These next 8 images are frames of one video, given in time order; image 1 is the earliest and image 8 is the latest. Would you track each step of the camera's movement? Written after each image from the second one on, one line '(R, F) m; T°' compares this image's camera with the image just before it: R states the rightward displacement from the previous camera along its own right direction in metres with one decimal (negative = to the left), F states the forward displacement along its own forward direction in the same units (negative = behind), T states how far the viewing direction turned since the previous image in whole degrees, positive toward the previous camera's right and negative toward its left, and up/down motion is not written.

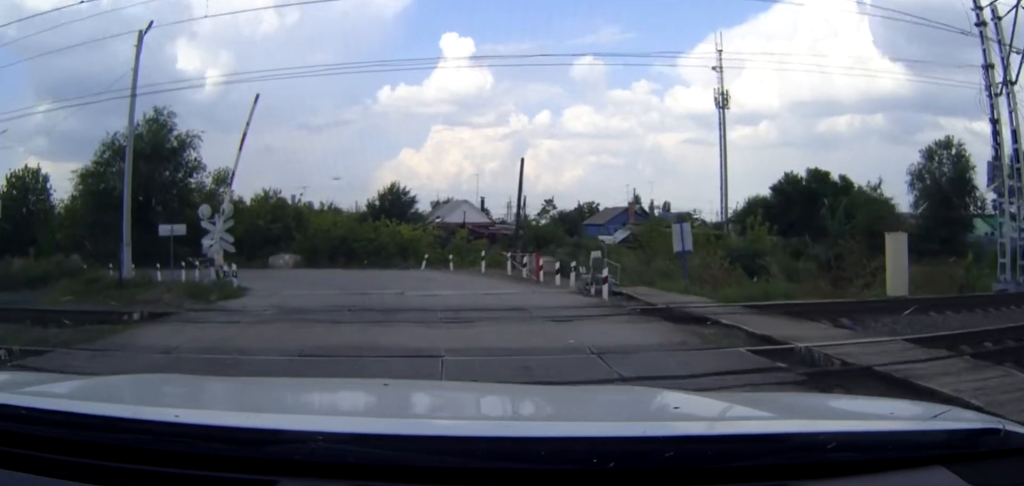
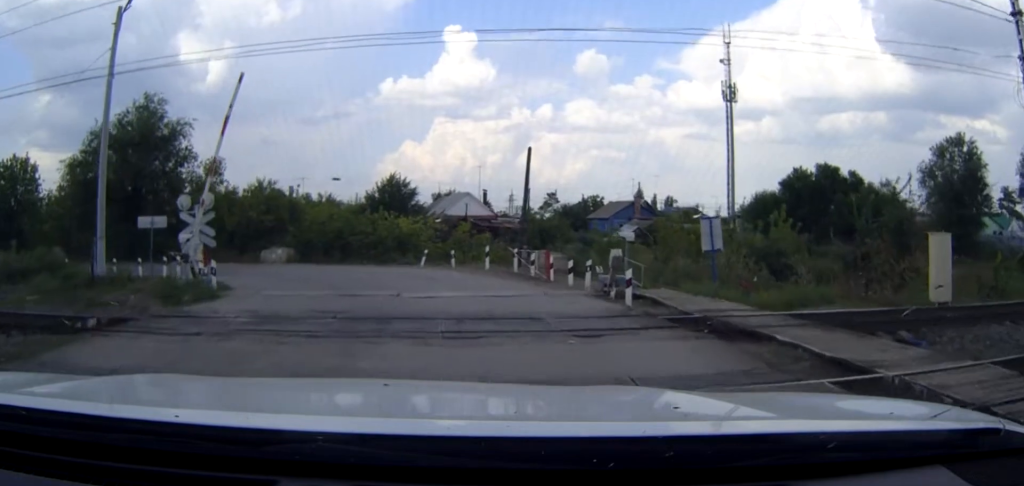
(0.0, +2.4) m; 0°
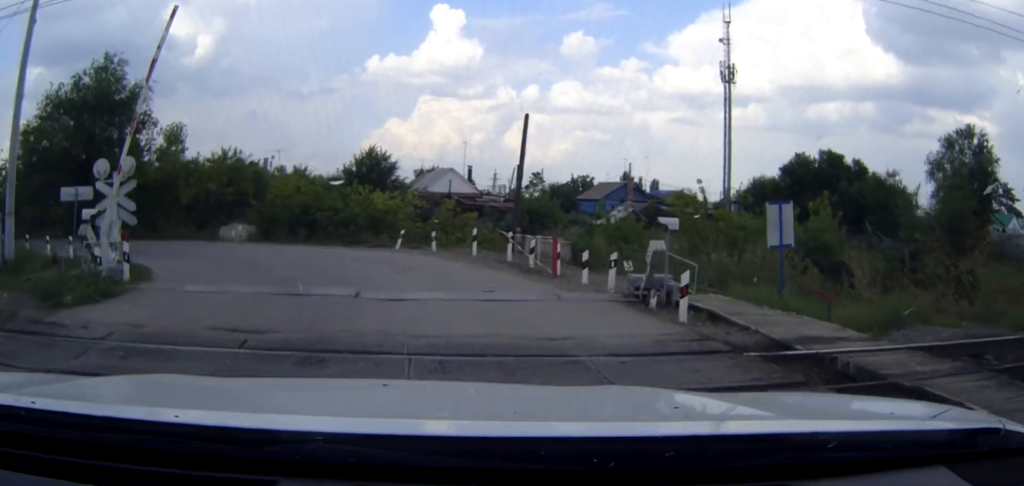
(0.0, +5.4) m; 0°
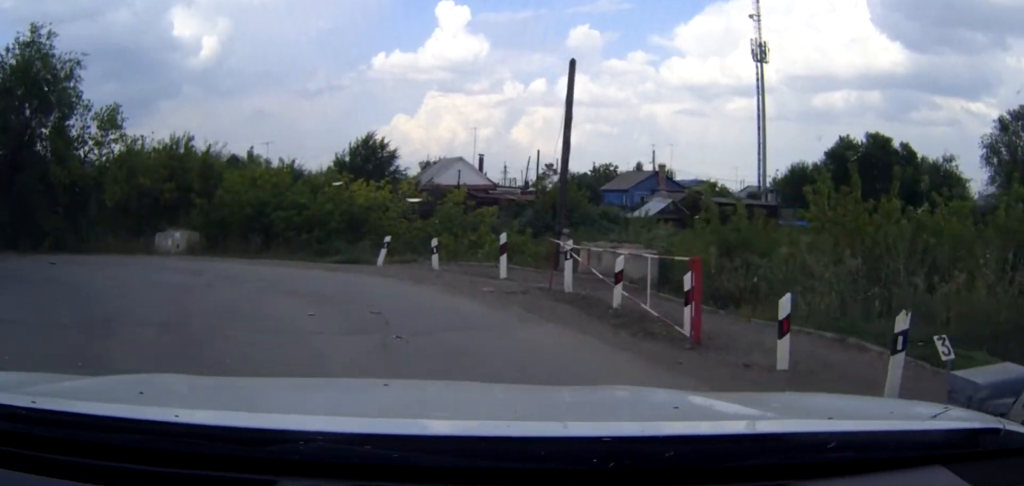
(0.0, +10.0) m; -2°
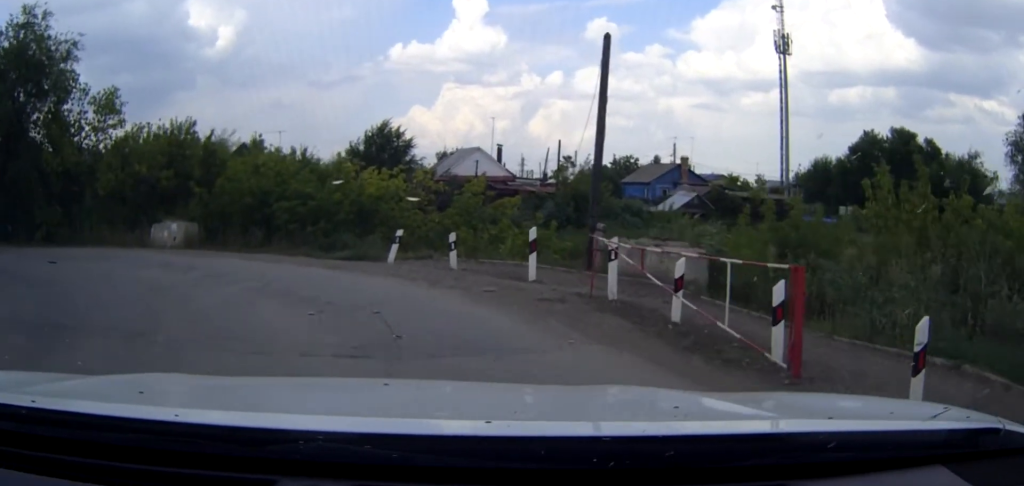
(0.0, +2.0) m; -3°
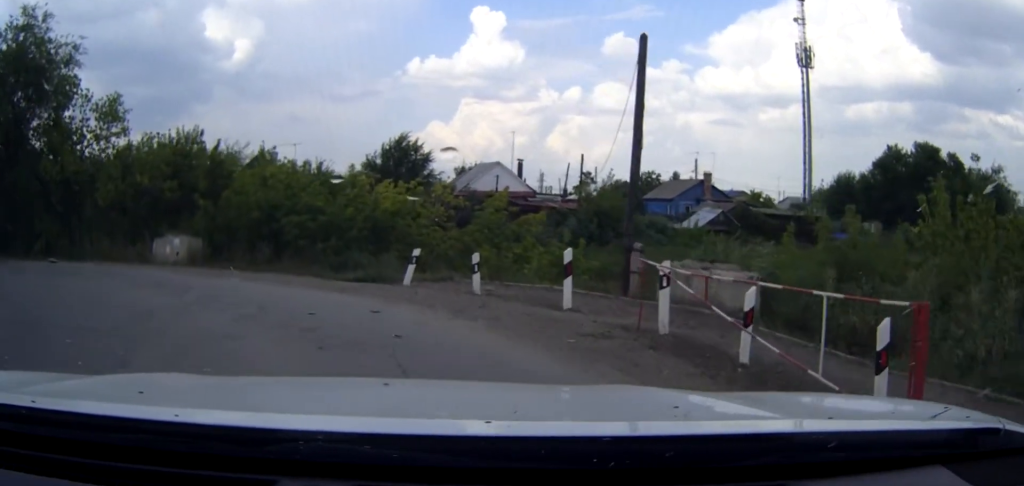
(0.0, +1.4) m; -3°
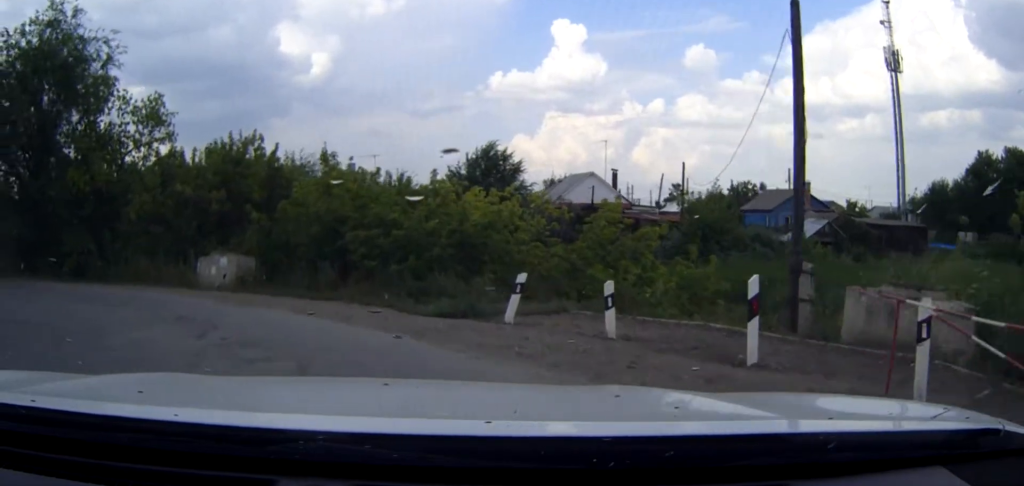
(-0.2, +3.2) m; -9°
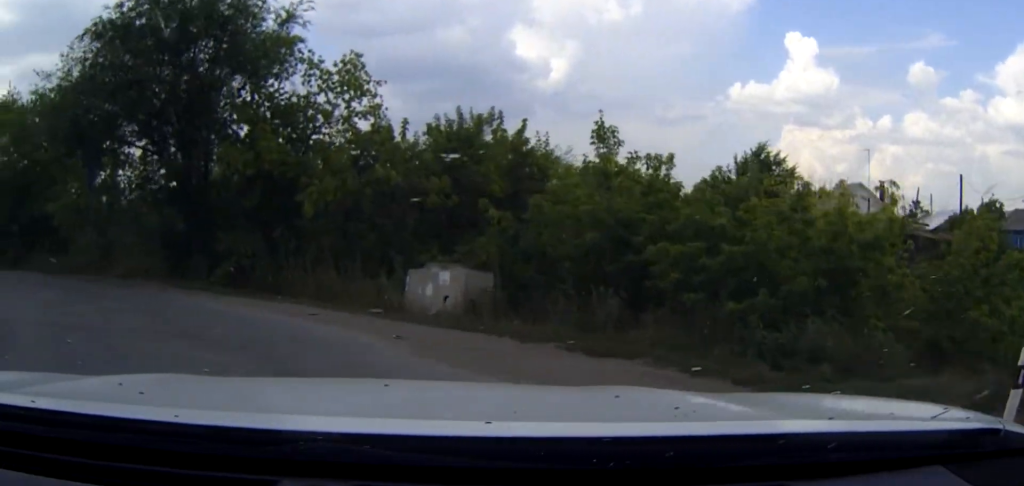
(-0.6, +4.8) m; -16°
